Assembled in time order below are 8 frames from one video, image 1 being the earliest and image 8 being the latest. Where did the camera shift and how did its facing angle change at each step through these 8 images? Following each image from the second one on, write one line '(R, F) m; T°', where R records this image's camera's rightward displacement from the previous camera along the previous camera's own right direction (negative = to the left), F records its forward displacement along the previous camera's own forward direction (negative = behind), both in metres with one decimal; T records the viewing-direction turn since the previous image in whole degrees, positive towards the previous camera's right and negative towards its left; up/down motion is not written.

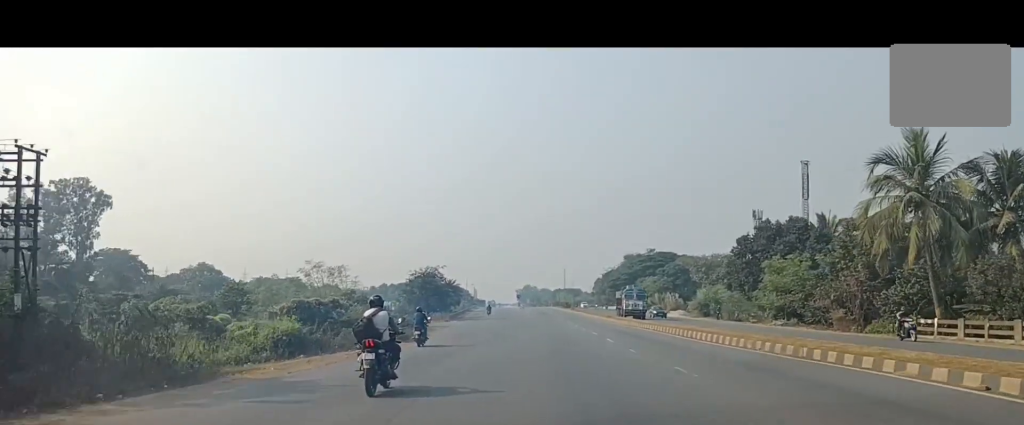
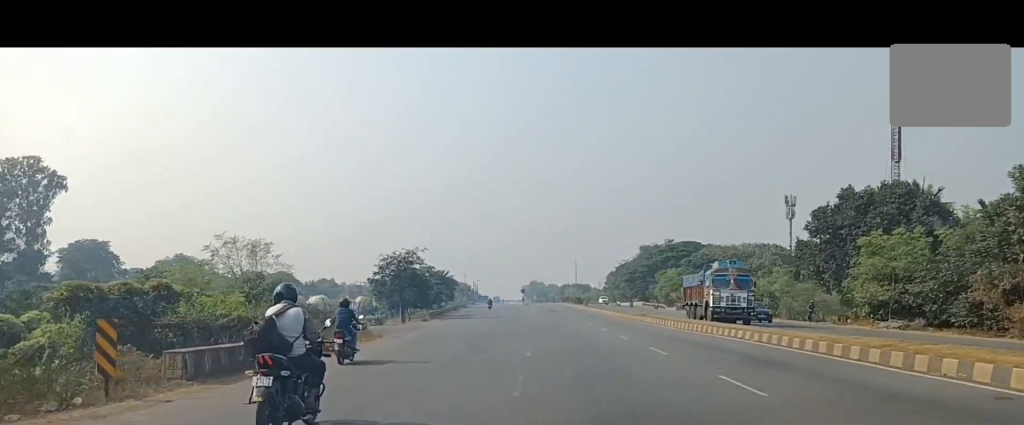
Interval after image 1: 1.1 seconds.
(+0.1, +20.7) m; 0°
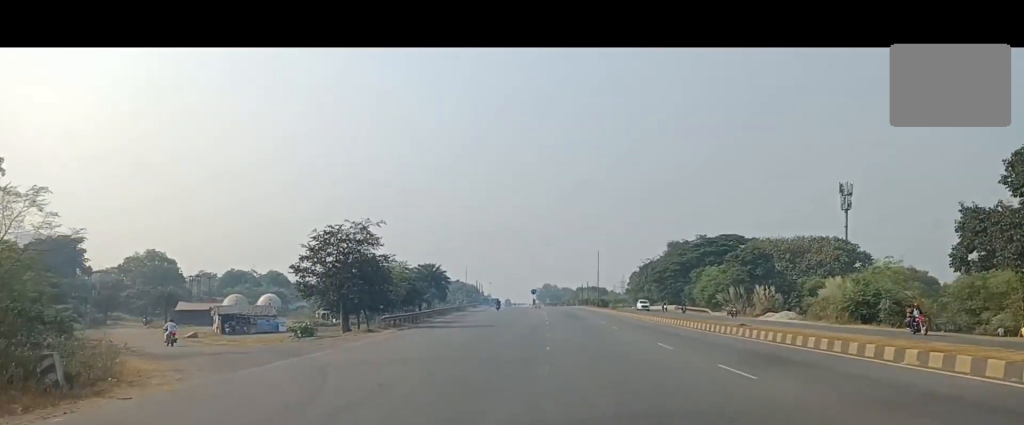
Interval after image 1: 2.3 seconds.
(-0.2, +25.1) m; -1°
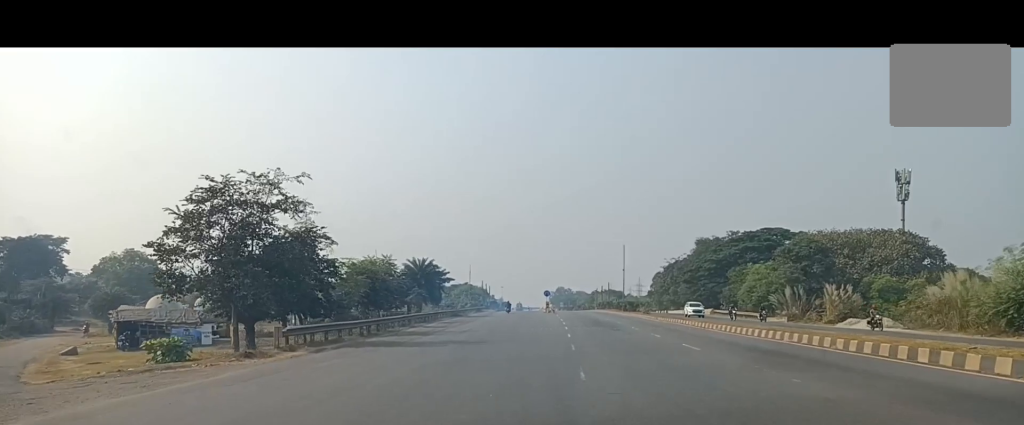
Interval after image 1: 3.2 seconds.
(-0.2, +18.2) m; -2°
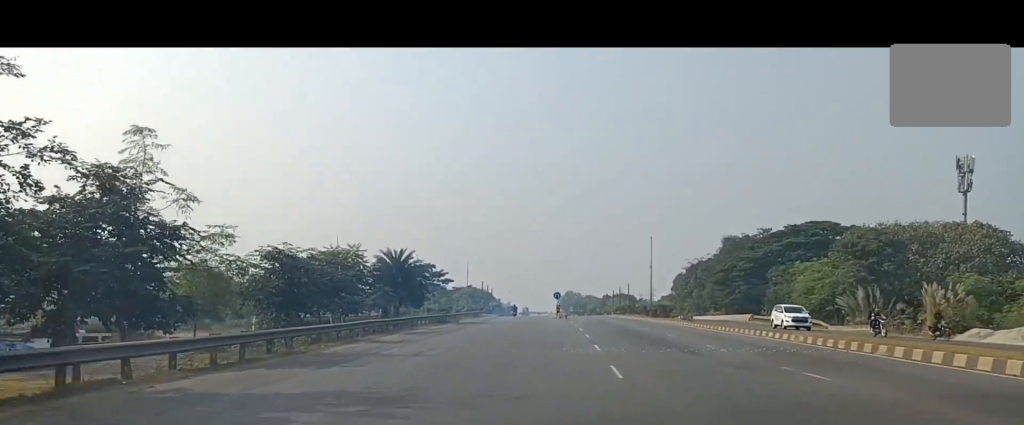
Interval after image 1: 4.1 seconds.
(-0.3, +17.7) m; -1°
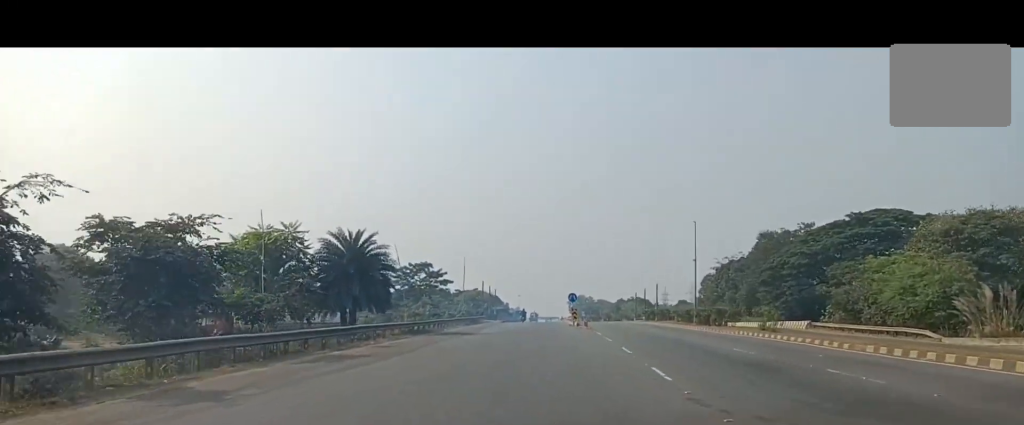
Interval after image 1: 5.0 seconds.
(-0.2, +18.1) m; 0°
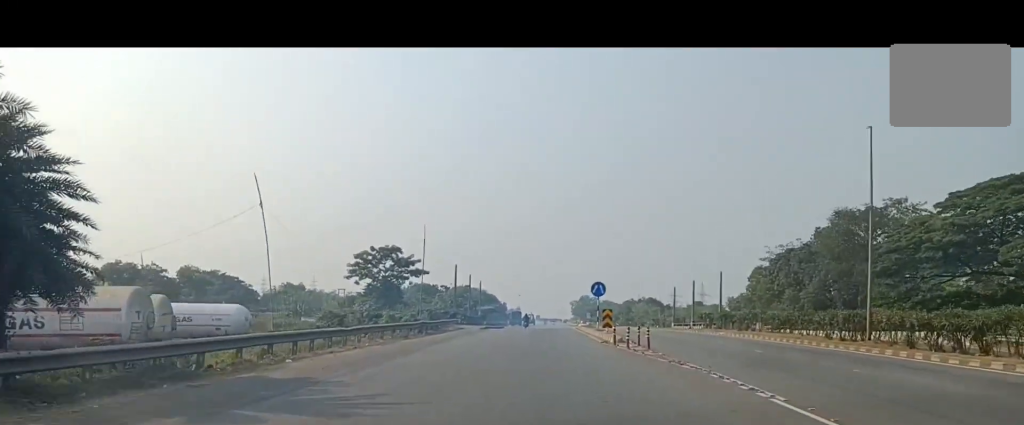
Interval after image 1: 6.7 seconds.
(+0.7, +33.3) m; +2°
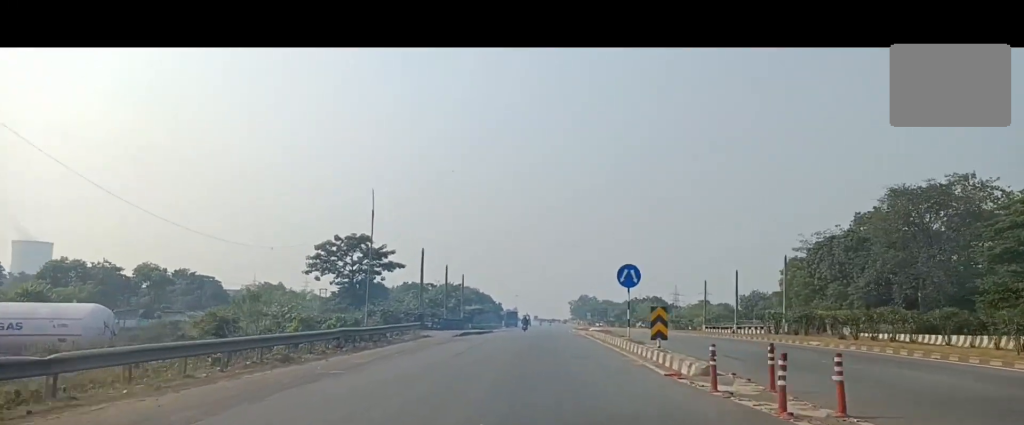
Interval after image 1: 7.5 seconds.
(+0.1, +16.8) m; -1°
